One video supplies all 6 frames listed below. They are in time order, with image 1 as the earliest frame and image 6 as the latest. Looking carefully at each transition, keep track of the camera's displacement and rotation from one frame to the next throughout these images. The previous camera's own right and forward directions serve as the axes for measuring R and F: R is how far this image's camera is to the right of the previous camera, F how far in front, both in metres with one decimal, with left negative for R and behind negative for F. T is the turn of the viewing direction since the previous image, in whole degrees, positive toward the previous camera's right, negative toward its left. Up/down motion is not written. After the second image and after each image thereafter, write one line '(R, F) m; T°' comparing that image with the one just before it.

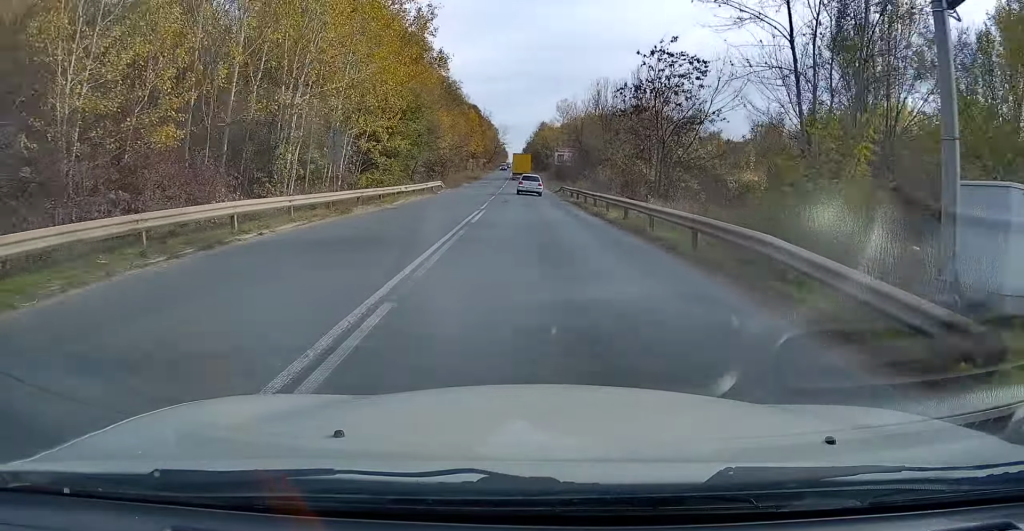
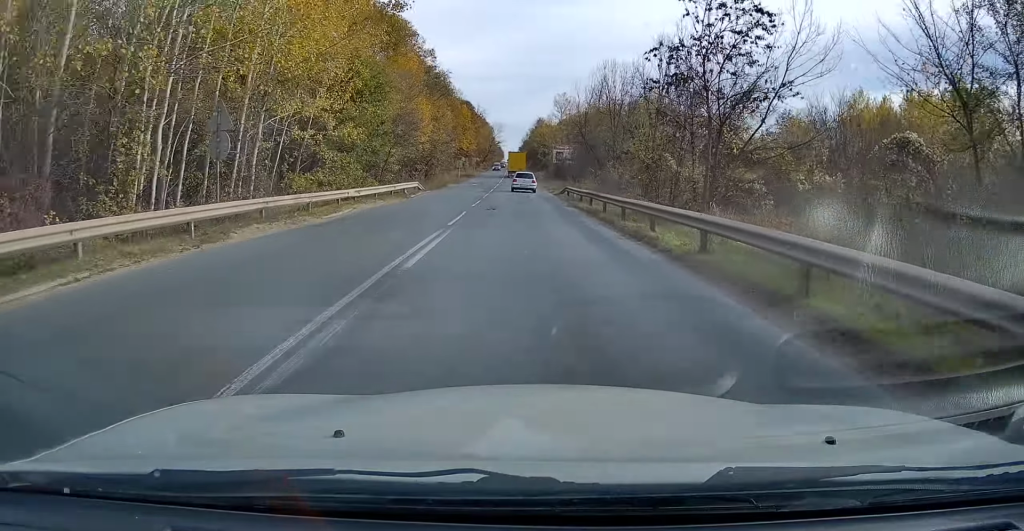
(0.0, +7.7) m; 0°
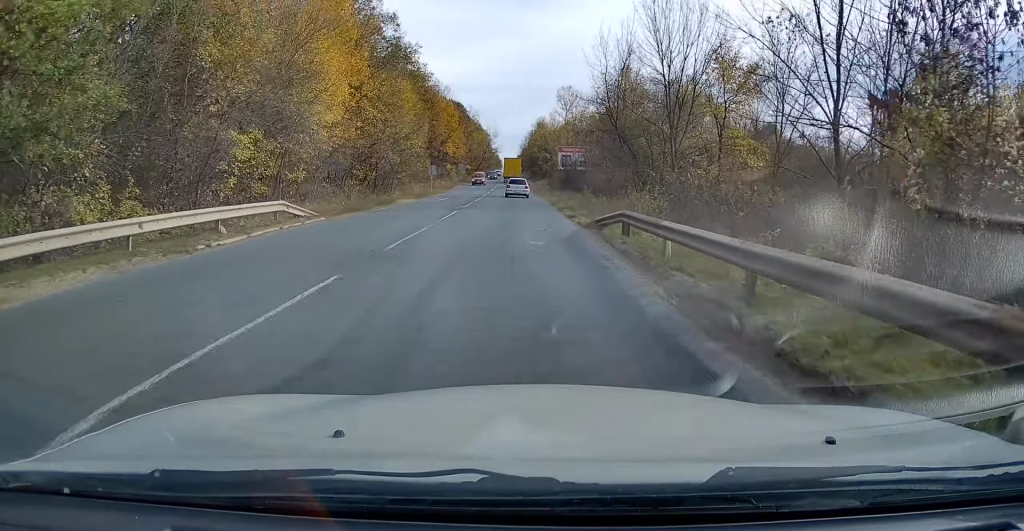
(+0.1, +21.6) m; 0°
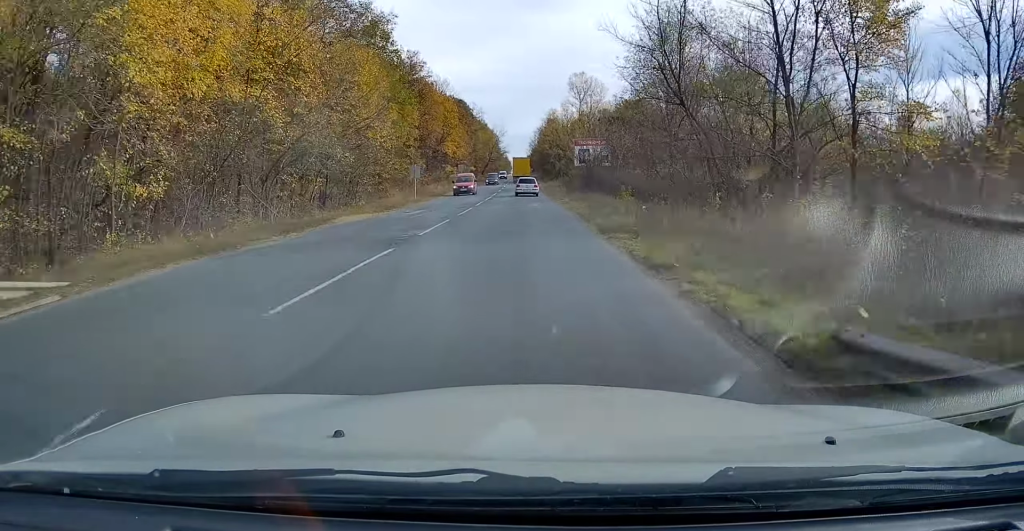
(-0.1, +14.6) m; 0°
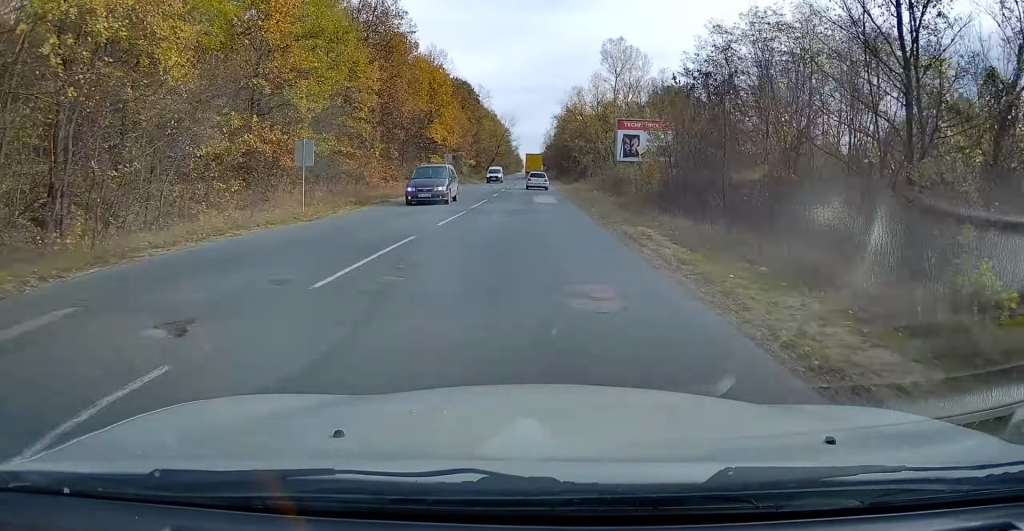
(0.0, +29.1) m; 0°
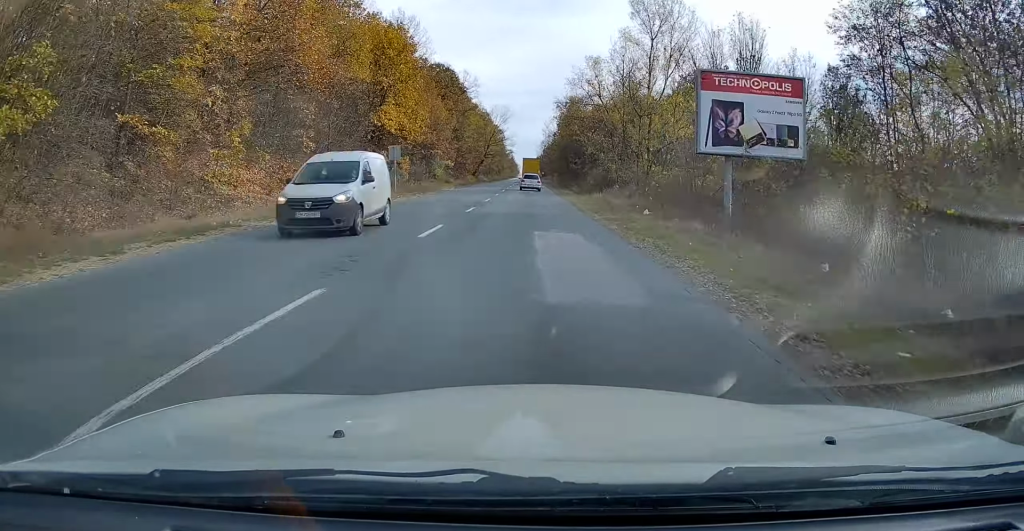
(-0.1, +24.3) m; -1°
